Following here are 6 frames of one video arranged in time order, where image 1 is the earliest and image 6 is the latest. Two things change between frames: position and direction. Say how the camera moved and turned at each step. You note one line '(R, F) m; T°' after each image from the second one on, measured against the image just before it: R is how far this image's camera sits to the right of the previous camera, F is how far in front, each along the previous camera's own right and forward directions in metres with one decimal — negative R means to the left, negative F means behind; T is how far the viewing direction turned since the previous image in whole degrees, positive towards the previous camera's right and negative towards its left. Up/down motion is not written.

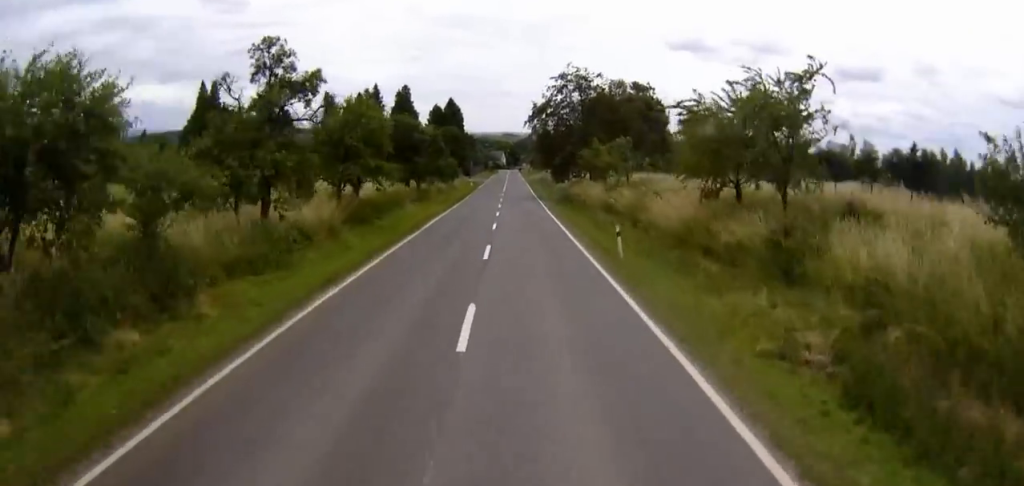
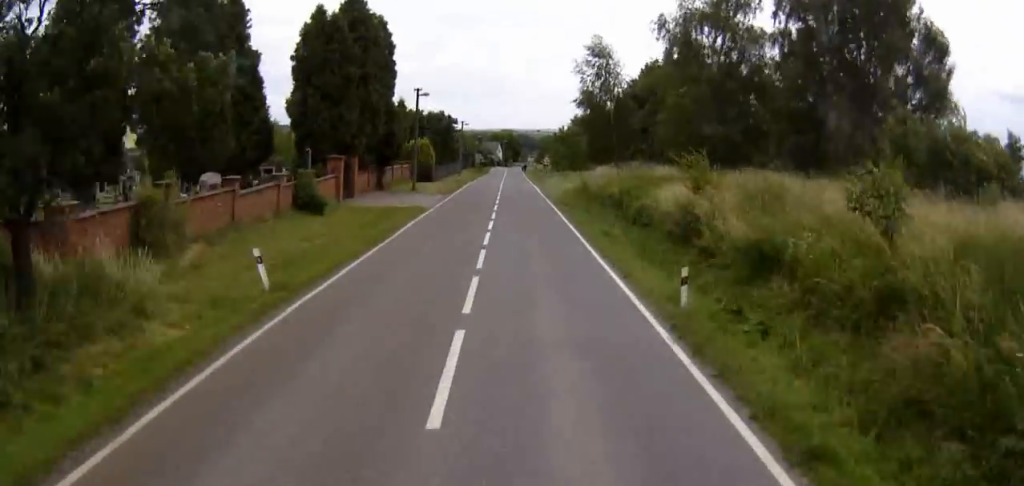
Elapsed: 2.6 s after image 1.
(+0.3, +73.8) m; 0°
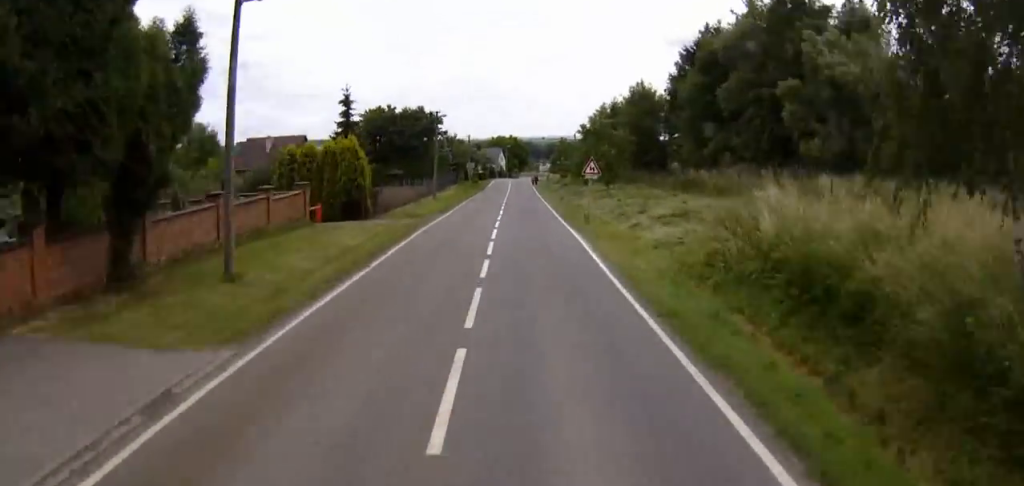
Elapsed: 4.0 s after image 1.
(-0.1, +36.9) m; 0°
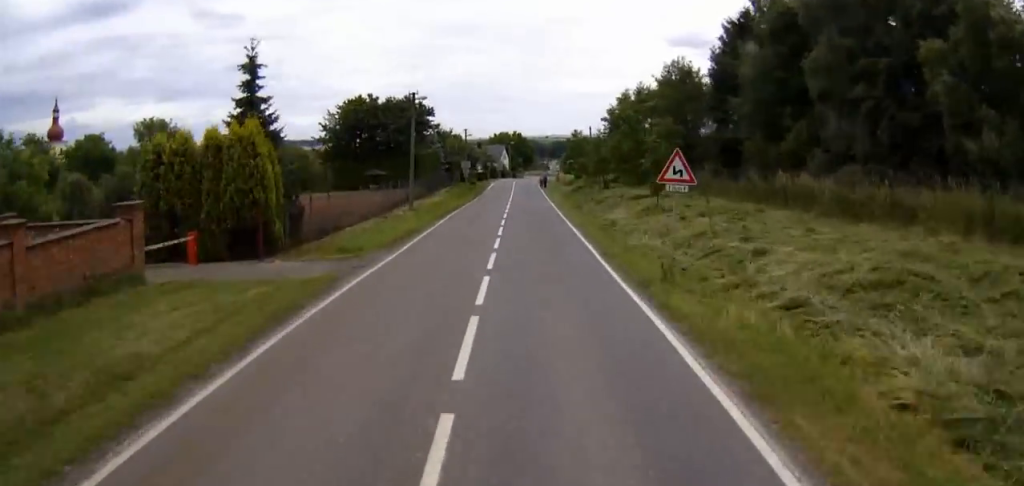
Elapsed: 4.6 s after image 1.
(0.0, +16.7) m; 0°
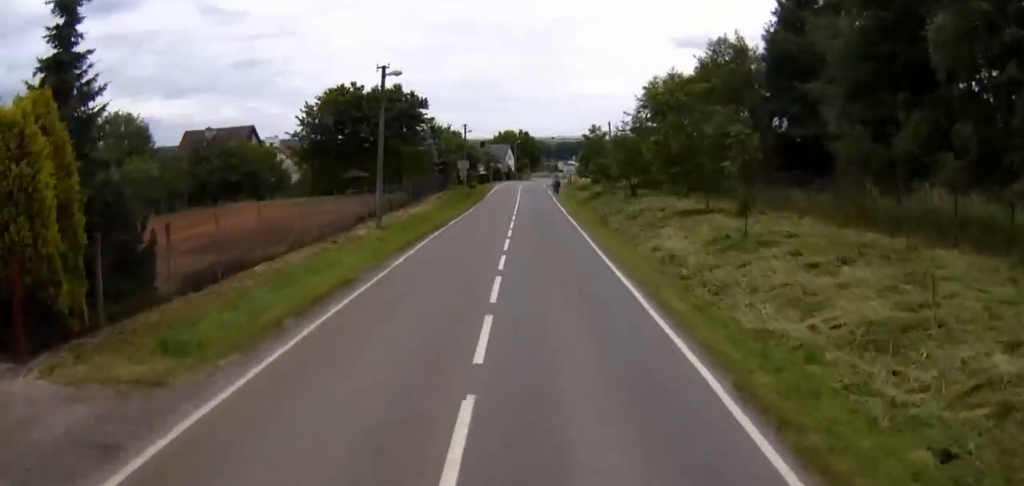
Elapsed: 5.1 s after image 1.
(0.0, +12.8) m; 0°
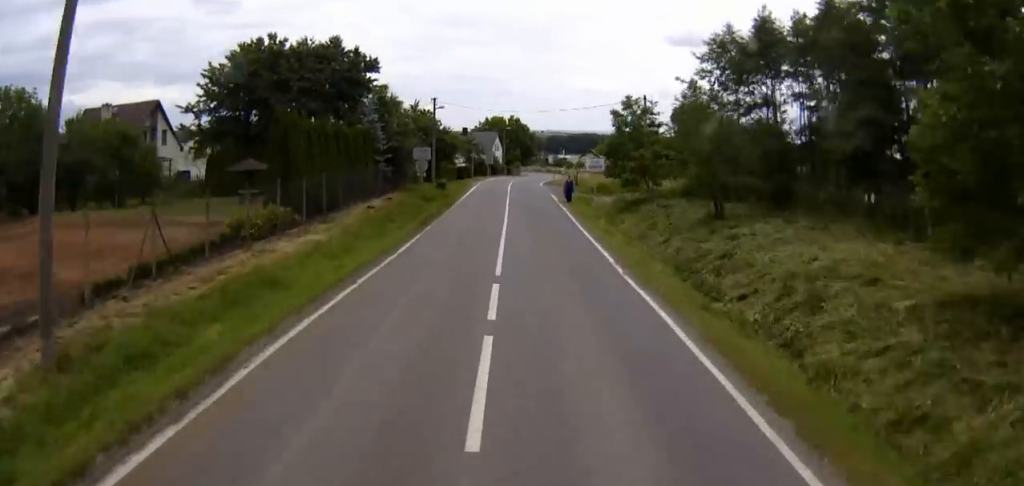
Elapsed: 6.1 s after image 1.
(0.0, +24.9) m; 0°
